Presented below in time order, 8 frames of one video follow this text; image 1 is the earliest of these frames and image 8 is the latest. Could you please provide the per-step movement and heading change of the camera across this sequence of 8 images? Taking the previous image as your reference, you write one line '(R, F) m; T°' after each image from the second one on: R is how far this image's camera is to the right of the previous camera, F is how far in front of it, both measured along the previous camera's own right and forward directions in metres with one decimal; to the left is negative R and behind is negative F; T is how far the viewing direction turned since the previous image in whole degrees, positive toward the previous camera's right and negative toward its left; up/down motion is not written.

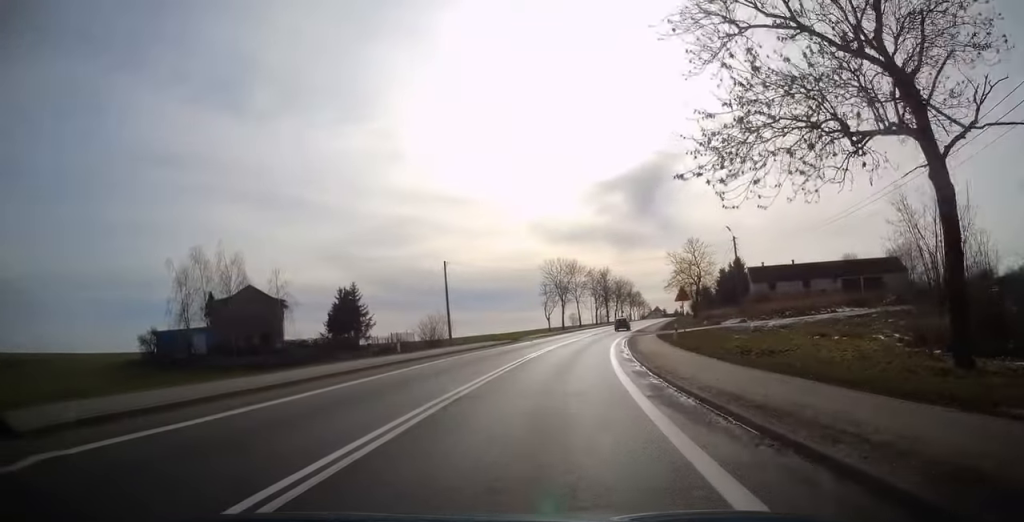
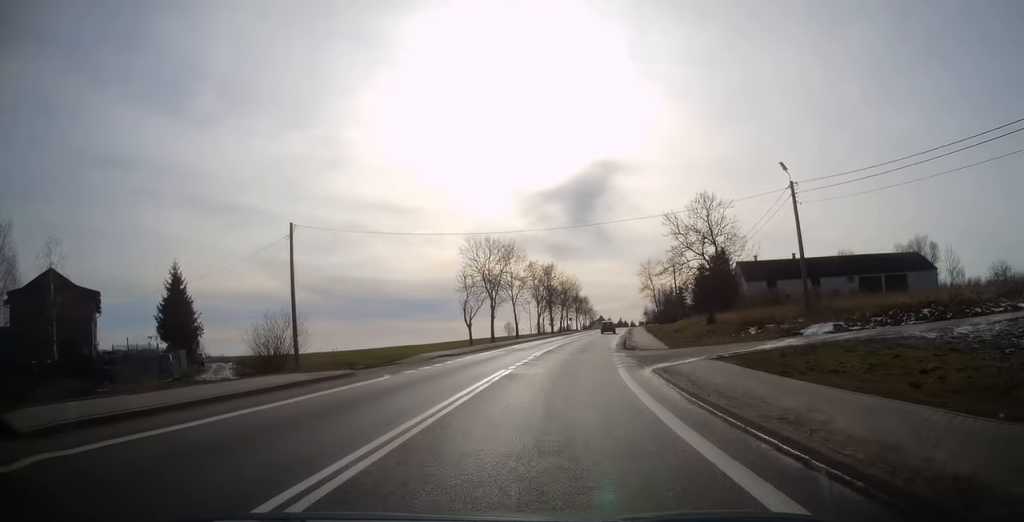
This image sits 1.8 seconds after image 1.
(+1.4, +28.8) m; +6°
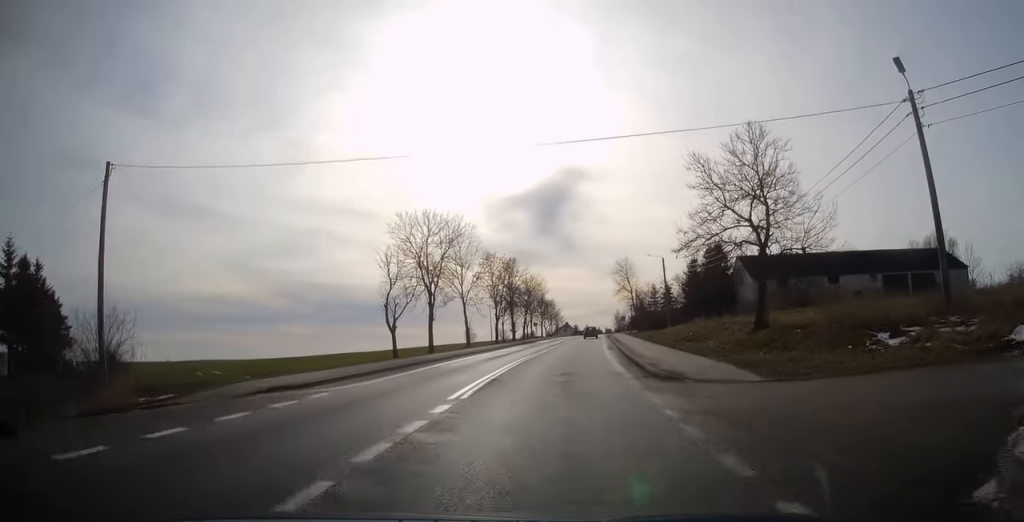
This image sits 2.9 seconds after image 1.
(+0.5, +16.5) m; +3°
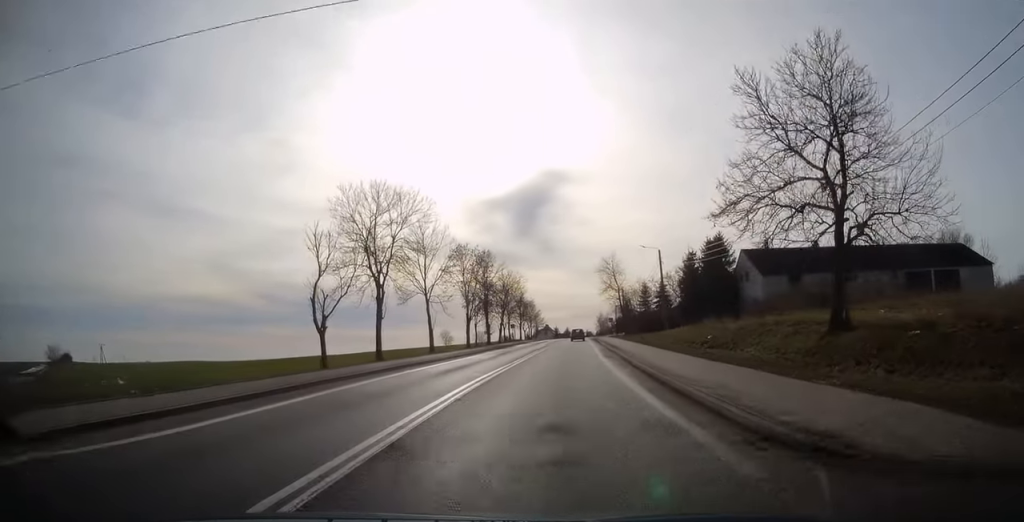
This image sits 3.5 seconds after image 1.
(0.0, +9.5) m; +2°
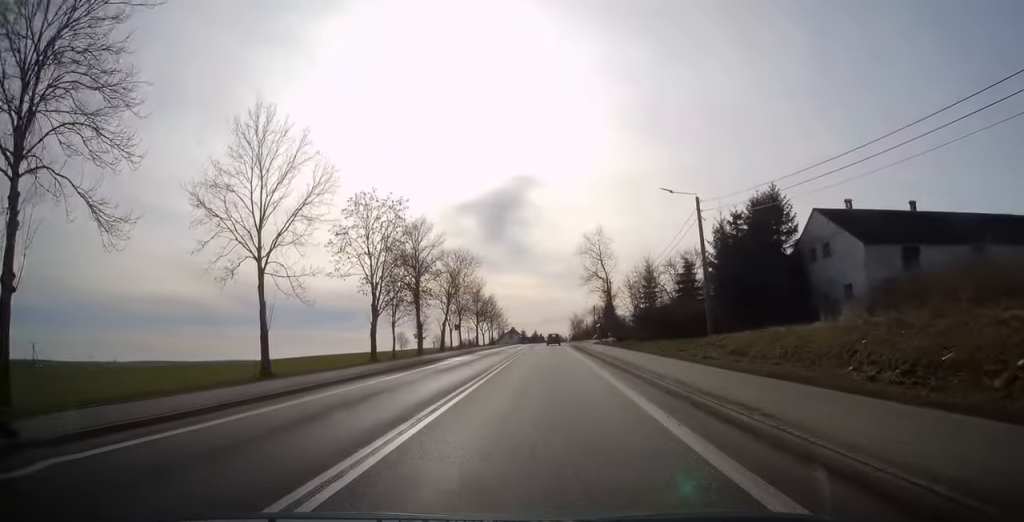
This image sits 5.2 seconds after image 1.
(+1.1, +26.8) m; +4°
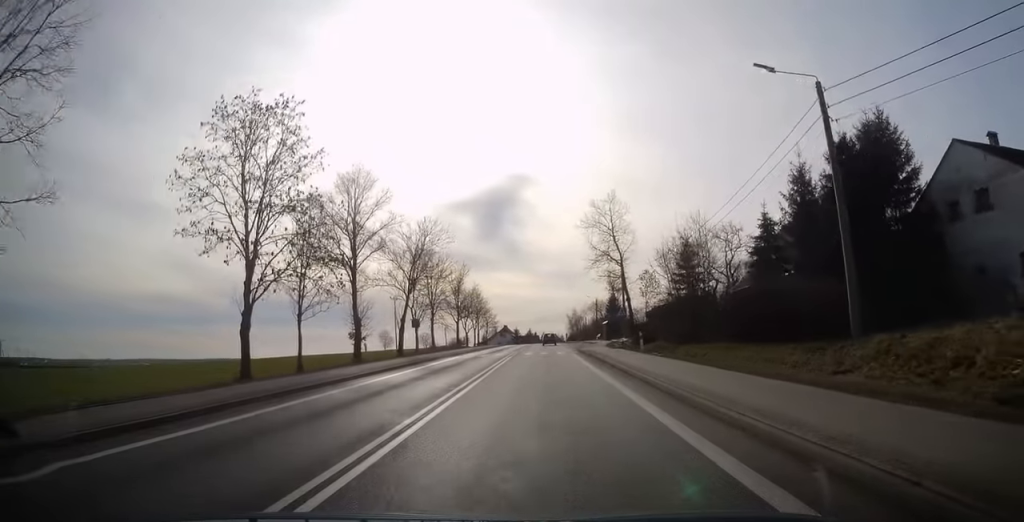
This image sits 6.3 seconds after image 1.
(+0.3, +17.7) m; +1°
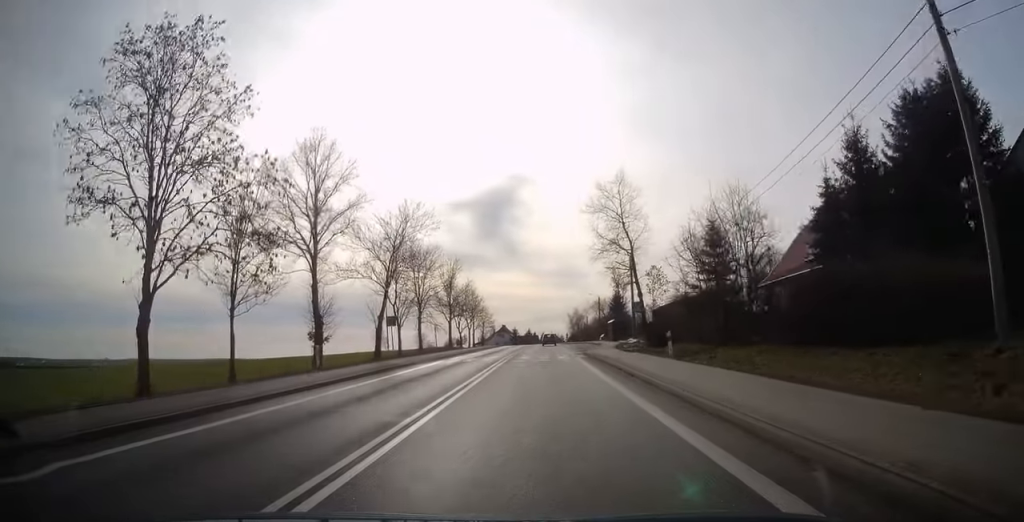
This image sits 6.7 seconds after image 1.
(0.0, +6.9) m; 0°
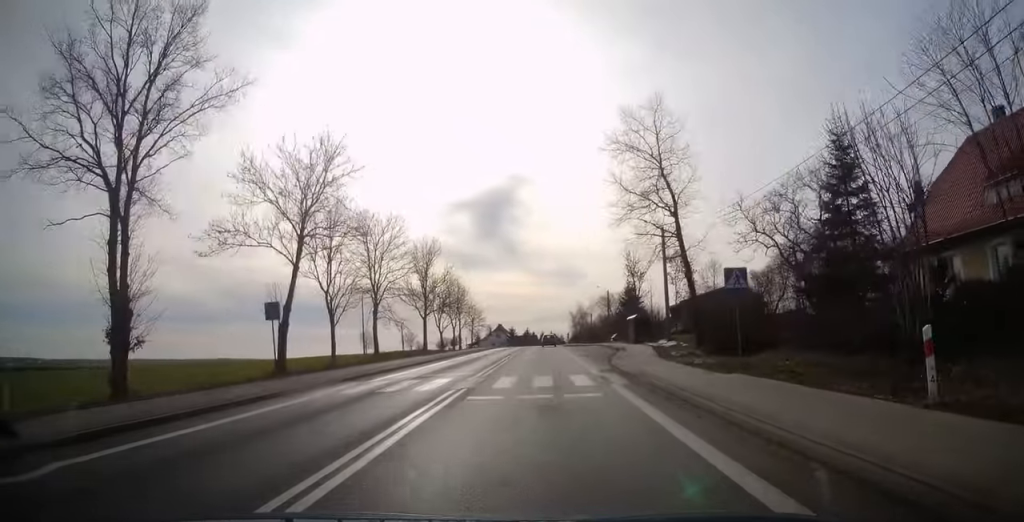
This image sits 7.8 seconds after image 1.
(0.0, +16.4) m; 0°
